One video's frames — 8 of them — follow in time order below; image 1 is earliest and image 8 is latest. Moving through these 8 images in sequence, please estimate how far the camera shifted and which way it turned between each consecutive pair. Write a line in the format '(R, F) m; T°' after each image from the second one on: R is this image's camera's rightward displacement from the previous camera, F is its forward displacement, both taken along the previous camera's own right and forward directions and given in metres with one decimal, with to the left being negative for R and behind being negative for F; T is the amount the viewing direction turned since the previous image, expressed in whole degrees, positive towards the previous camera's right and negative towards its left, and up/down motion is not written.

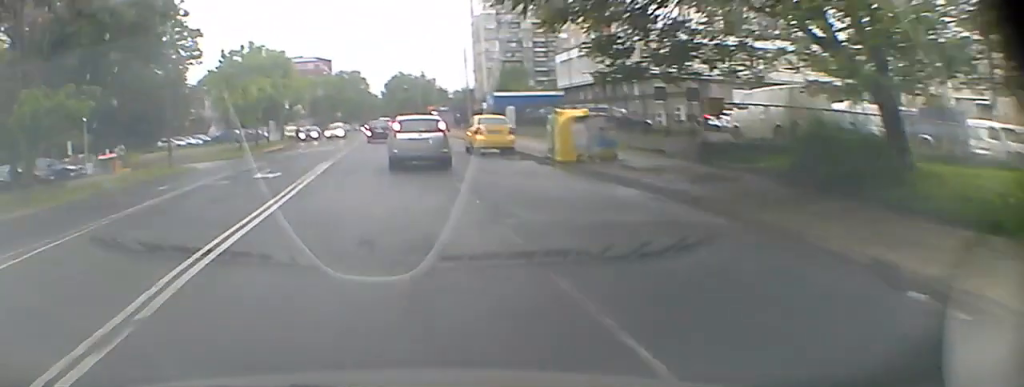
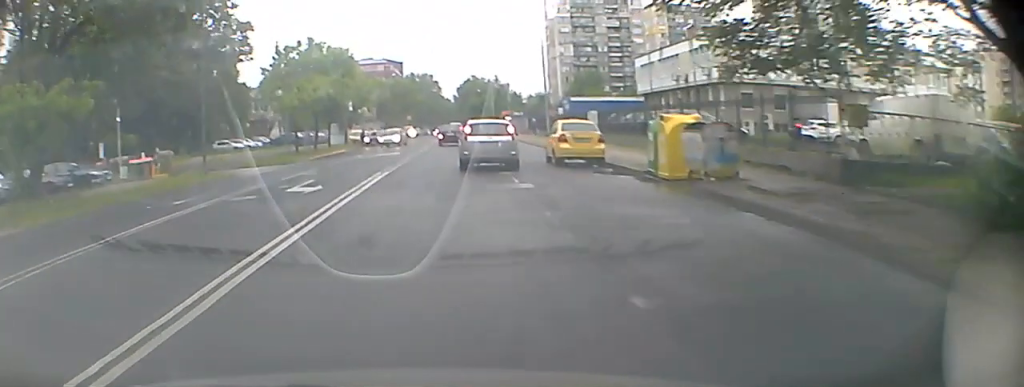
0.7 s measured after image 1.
(0.0, +8.5) m; 0°
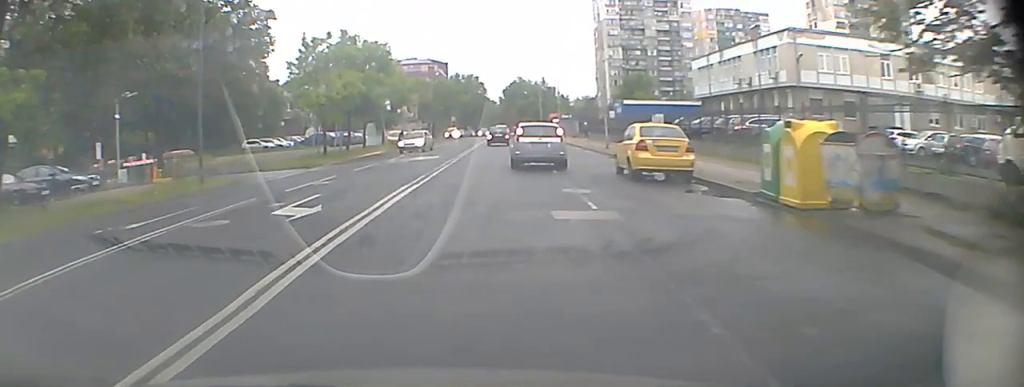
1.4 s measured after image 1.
(-0.1, +9.4) m; 0°
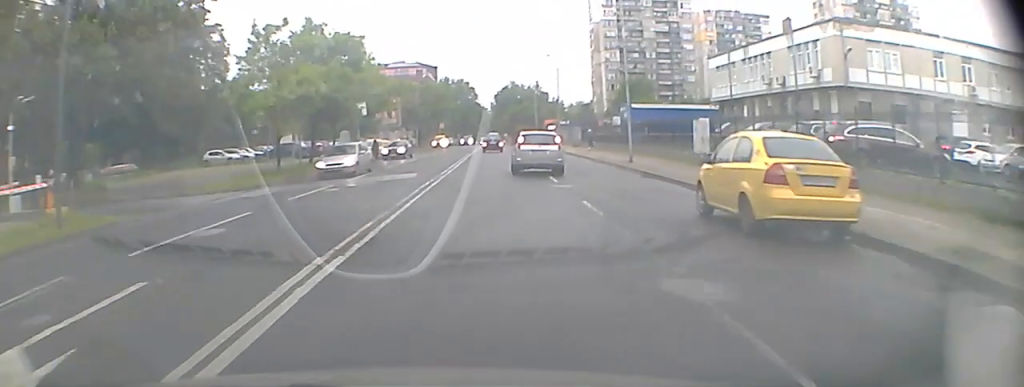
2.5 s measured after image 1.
(0.0, +13.9) m; 0°
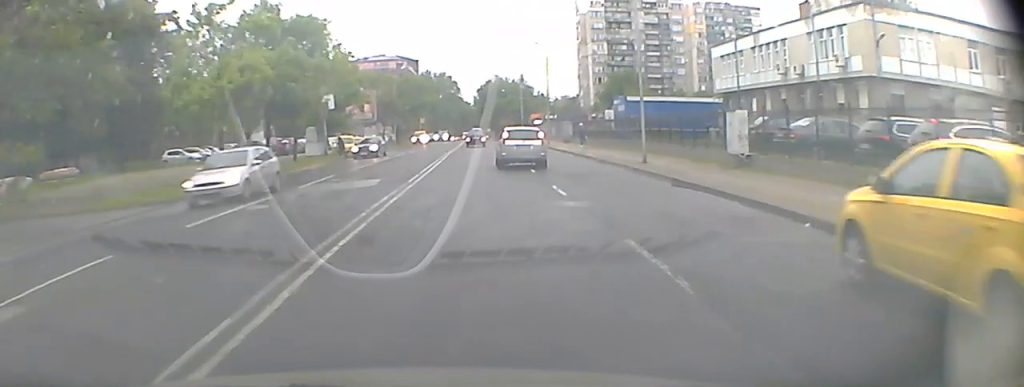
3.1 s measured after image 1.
(0.0, +8.9) m; 0°
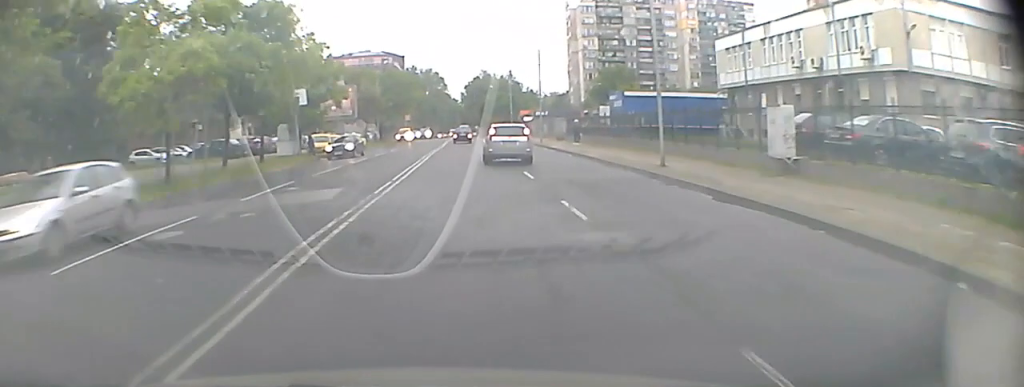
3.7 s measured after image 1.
(0.0, +7.2) m; 0°
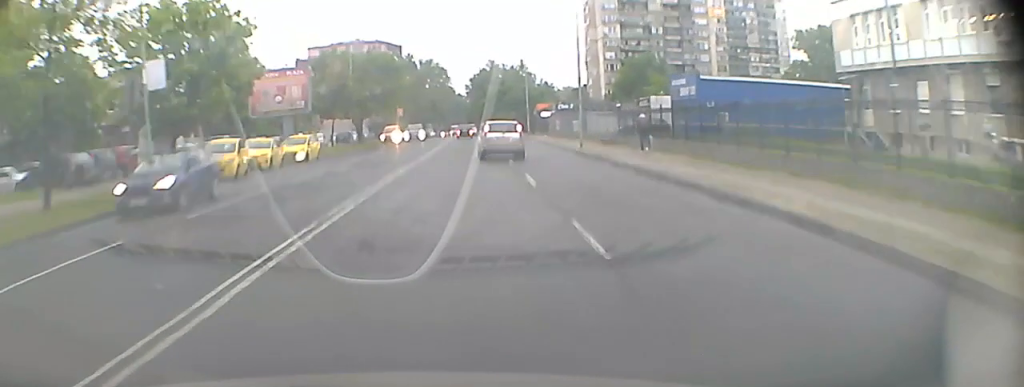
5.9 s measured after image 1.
(-0.3, +30.5) m; -1°
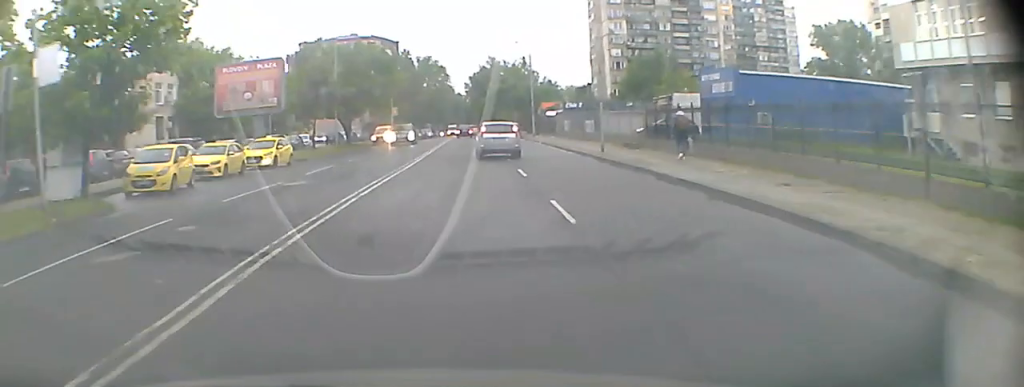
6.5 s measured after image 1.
(0.0, +9.2) m; 0°
